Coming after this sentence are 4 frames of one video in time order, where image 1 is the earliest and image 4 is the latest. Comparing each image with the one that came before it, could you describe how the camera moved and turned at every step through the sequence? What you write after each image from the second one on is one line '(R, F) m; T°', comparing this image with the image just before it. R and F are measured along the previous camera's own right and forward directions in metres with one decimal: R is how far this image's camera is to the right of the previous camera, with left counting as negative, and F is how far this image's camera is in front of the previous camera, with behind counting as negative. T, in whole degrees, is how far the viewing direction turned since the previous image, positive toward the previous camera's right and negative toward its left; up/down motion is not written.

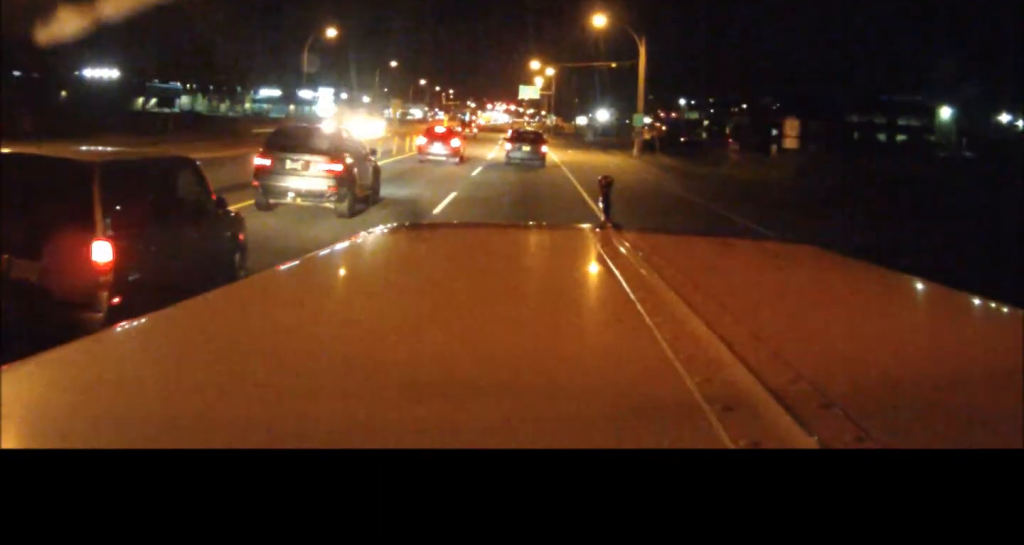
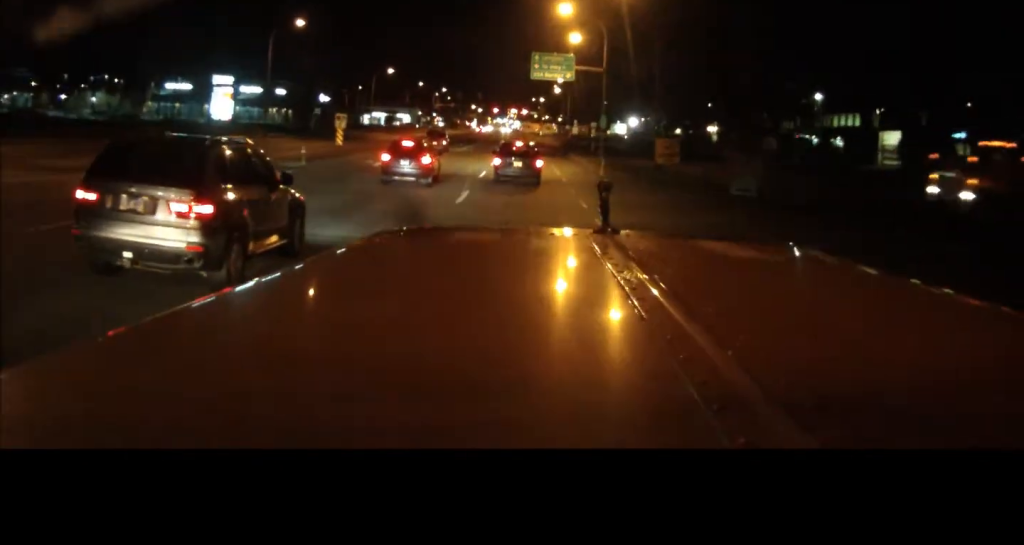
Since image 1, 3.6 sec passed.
(-1.0, +75.2) m; -3°
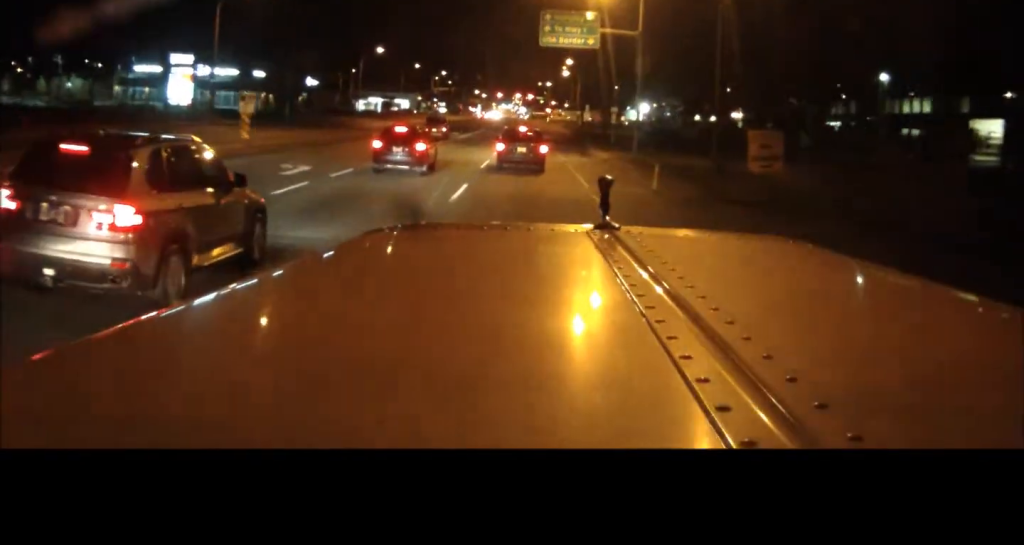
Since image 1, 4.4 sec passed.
(-0.7, +17.4) m; -1°
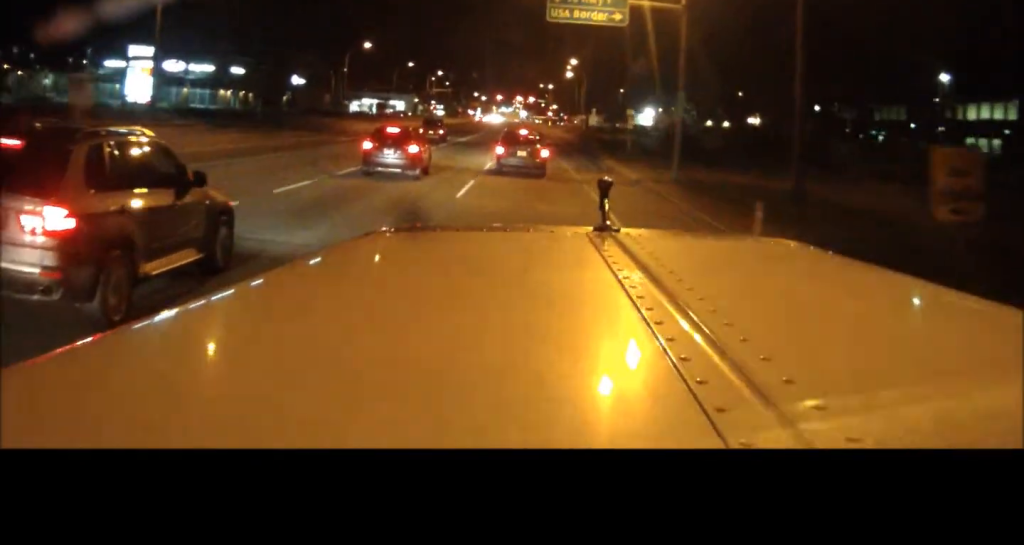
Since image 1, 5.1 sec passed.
(0.0, +12.5) m; 0°
